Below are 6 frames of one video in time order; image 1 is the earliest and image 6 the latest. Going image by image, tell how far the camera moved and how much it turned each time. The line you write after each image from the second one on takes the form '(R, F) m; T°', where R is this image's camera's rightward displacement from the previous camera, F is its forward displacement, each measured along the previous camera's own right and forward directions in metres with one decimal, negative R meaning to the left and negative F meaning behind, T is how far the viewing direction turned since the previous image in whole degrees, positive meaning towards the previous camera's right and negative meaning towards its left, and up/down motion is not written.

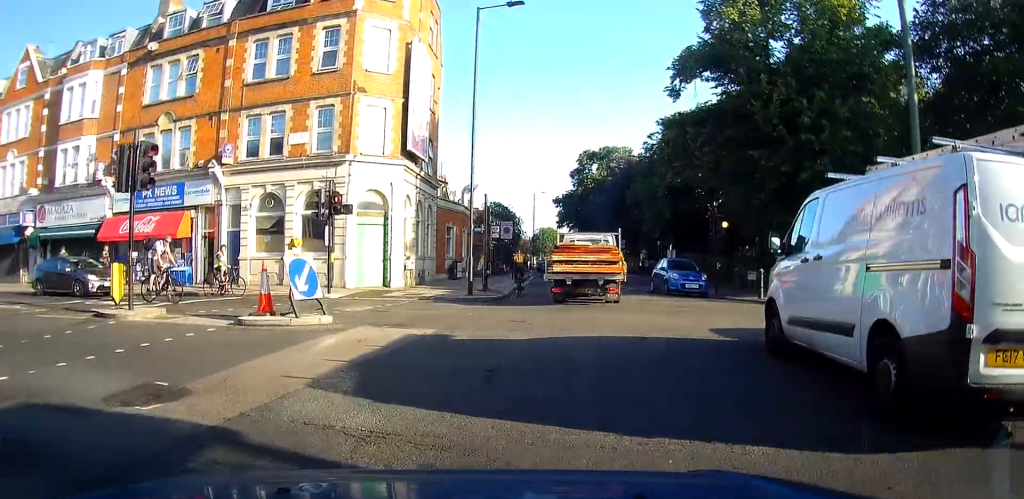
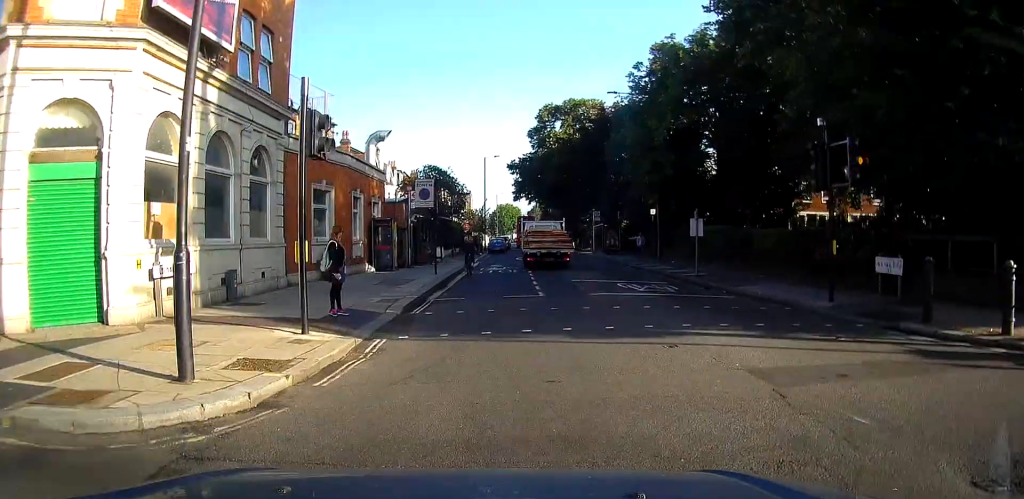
(+0.2, +14.4) m; 0°
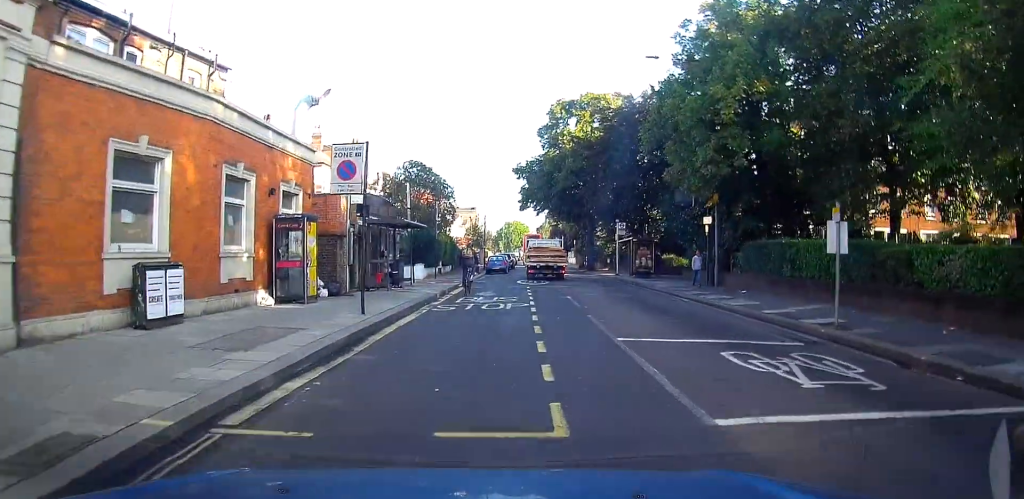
(-0.1, +9.9) m; 0°
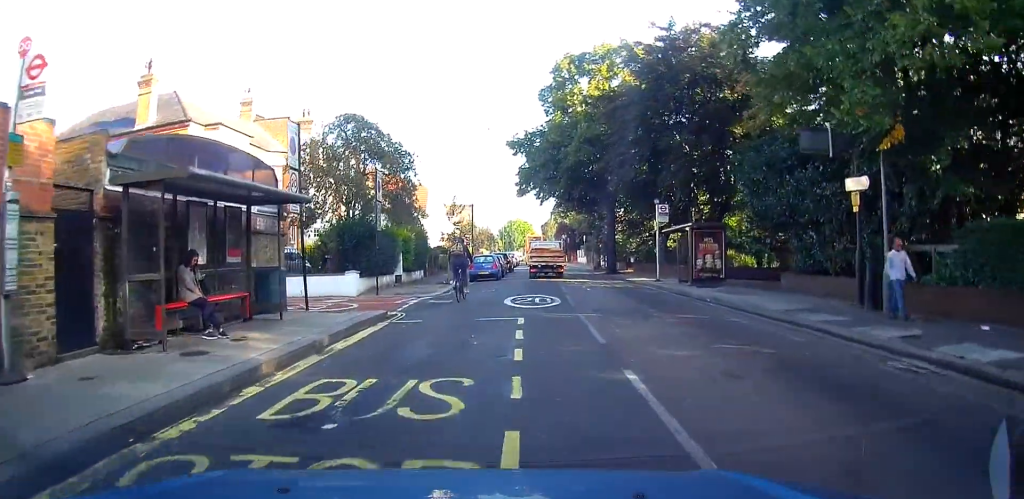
(+0.1, +12.4) m; 0°
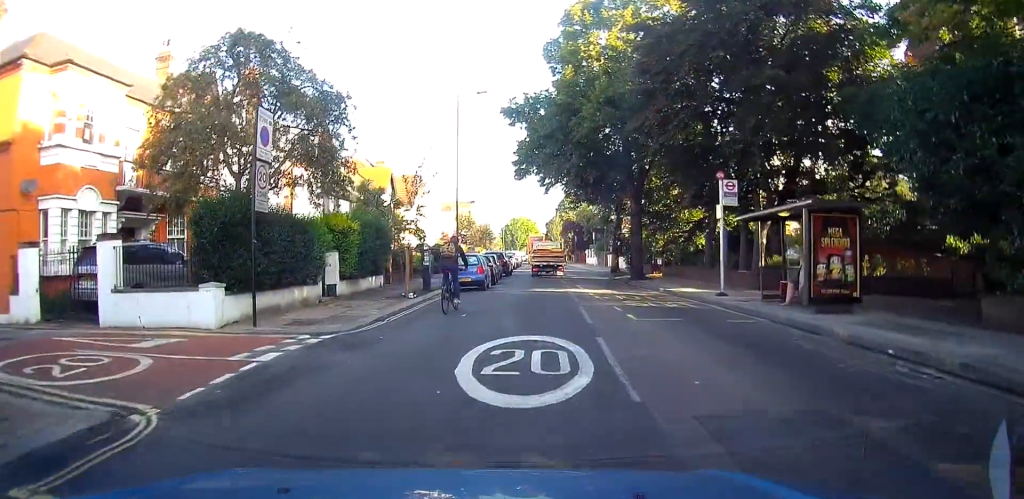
(-0.1, +9.8) m; 0°
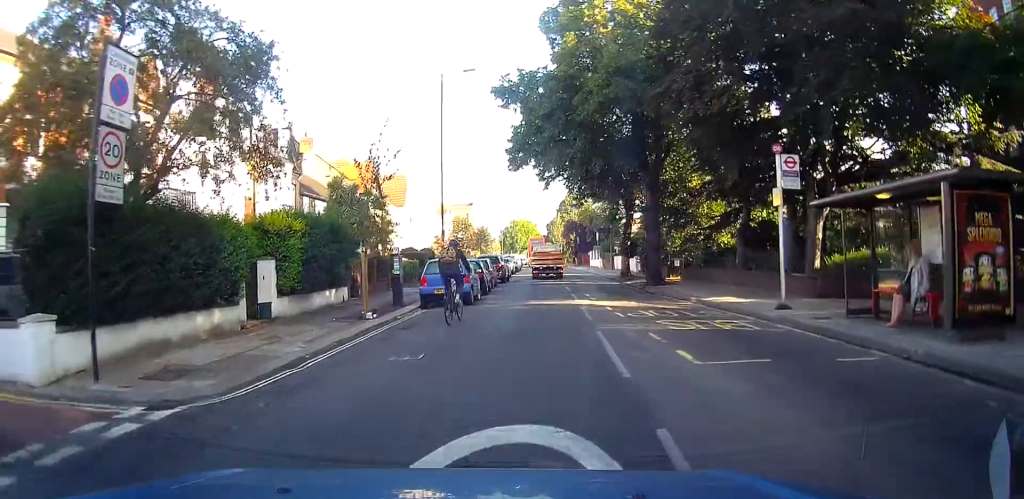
(0.0, +4.8) m; 0°
